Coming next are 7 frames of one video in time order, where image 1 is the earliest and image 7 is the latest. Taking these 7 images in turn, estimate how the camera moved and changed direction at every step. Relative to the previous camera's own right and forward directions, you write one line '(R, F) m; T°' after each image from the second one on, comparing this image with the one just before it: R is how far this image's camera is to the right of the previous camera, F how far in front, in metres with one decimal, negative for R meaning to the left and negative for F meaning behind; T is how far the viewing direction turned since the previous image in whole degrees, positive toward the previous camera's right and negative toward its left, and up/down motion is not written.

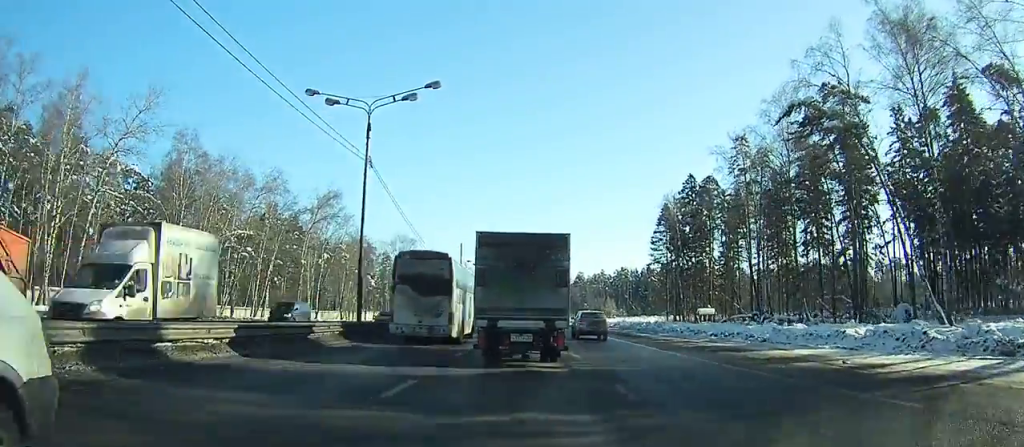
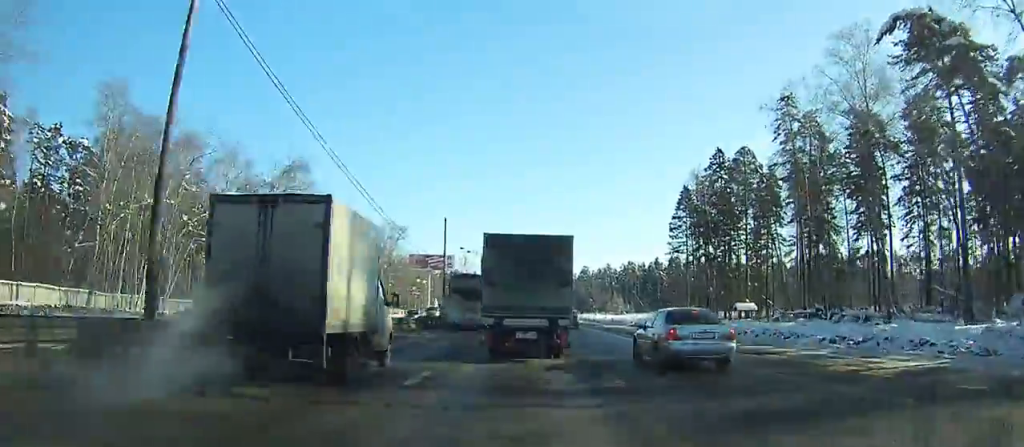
(0.0, +15.9) m; 0°
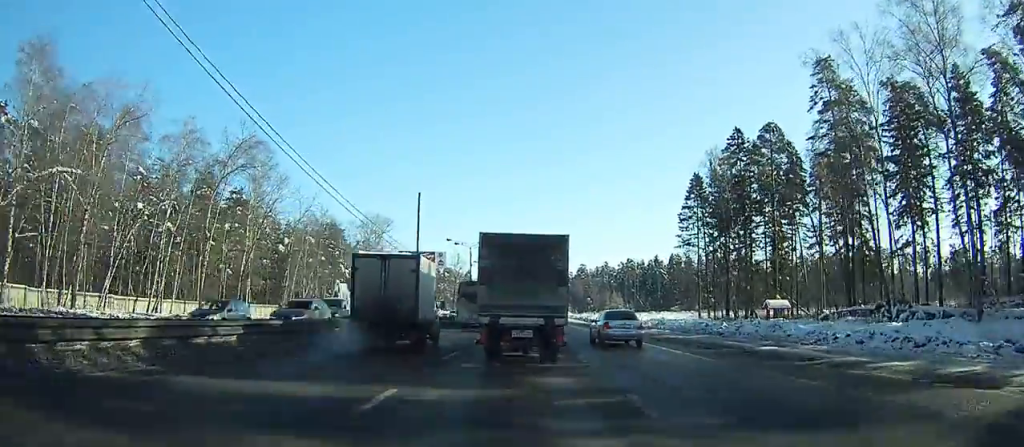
(0.0, +12.0) m; -1°
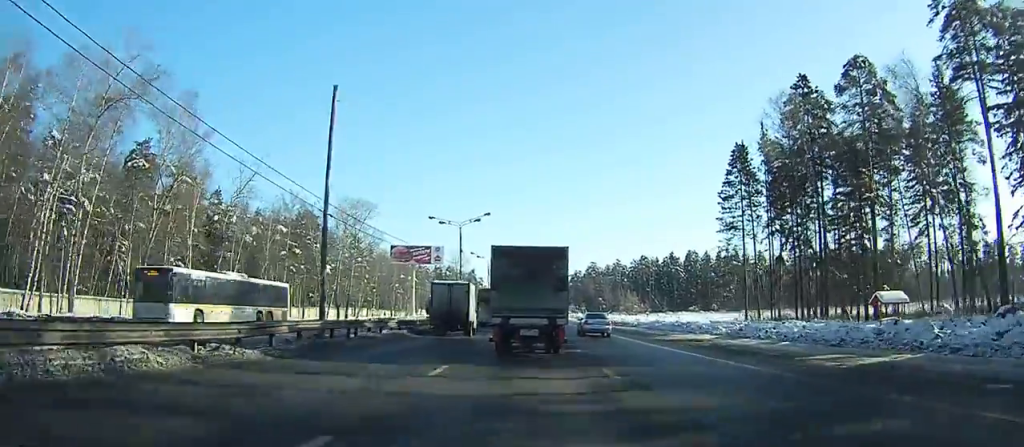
(-0.2, +22.3) m; -1°
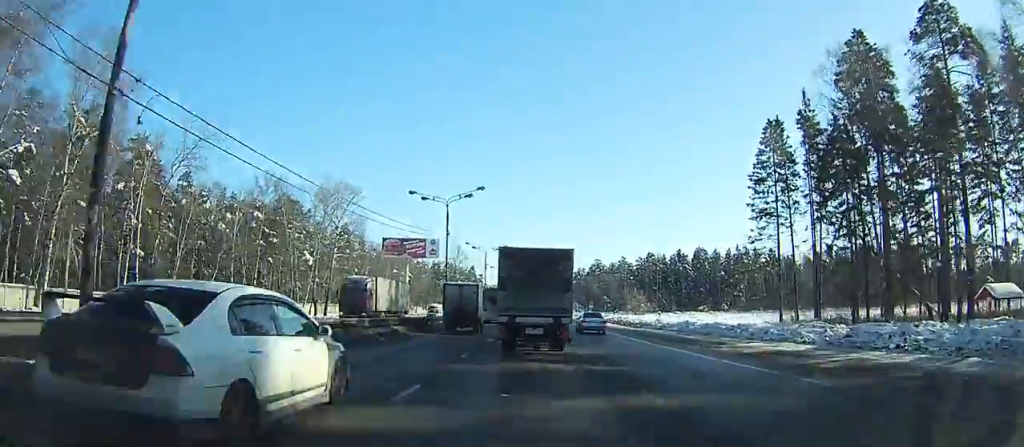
(-0.1, +11.8) m; 0°
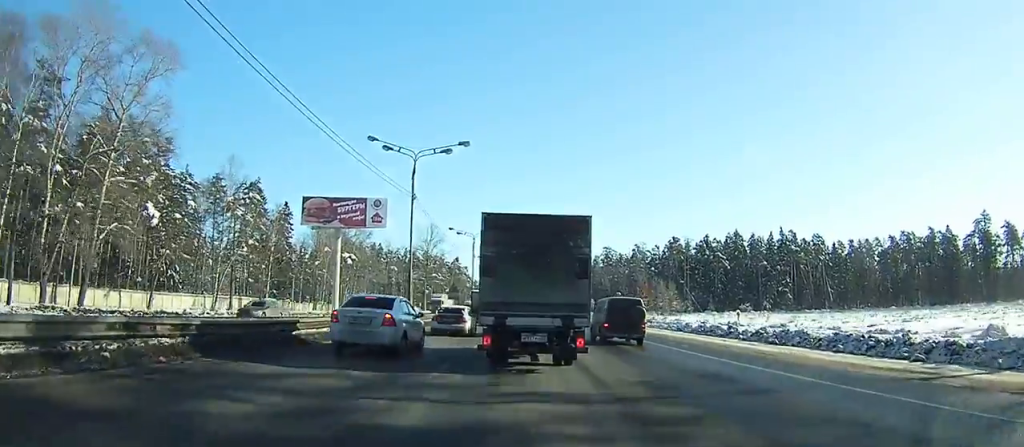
(+0.3, +51.5) m; 0°
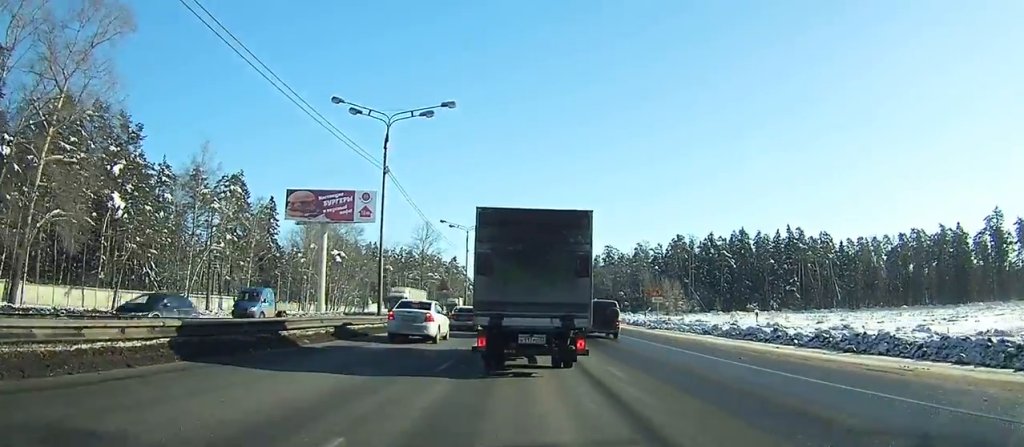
(0.0, +7.5) m; 0°
